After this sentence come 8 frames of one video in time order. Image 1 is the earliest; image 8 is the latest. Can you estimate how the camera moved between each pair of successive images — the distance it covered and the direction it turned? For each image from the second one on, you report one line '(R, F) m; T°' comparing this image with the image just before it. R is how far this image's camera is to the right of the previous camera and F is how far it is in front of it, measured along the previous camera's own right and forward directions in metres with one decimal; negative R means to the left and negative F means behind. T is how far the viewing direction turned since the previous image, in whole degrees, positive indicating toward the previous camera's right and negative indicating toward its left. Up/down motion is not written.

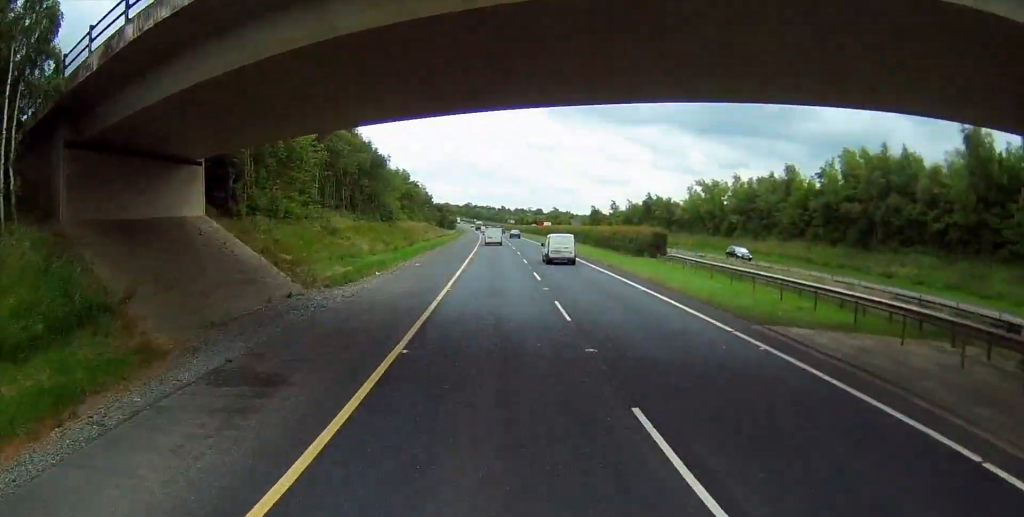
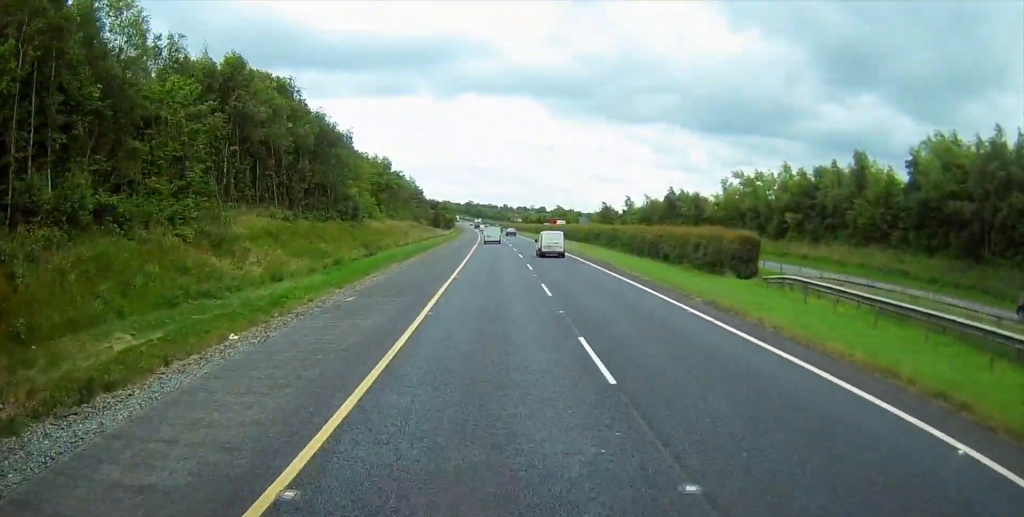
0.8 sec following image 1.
(-0.1, +18.8) m; -1°
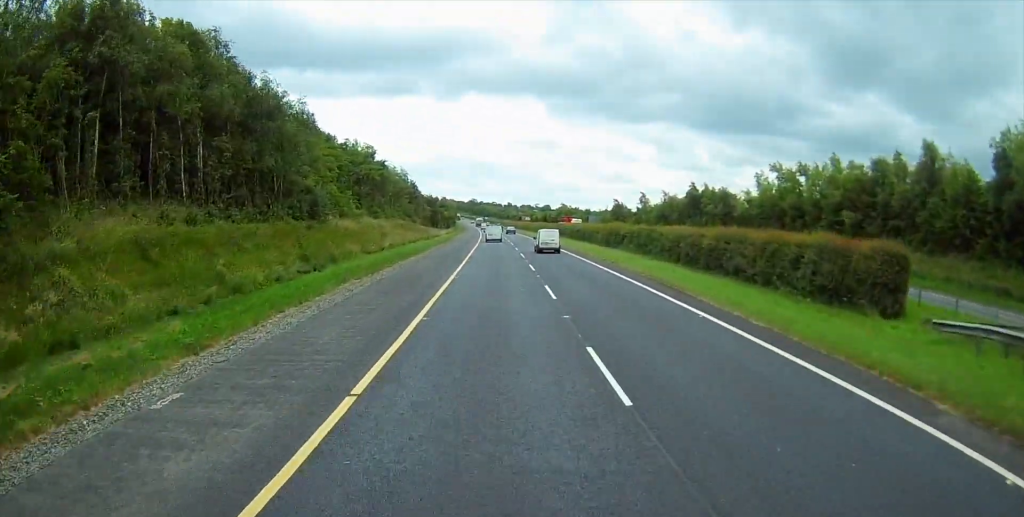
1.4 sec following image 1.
(-0.1, +13.3) m; 0°
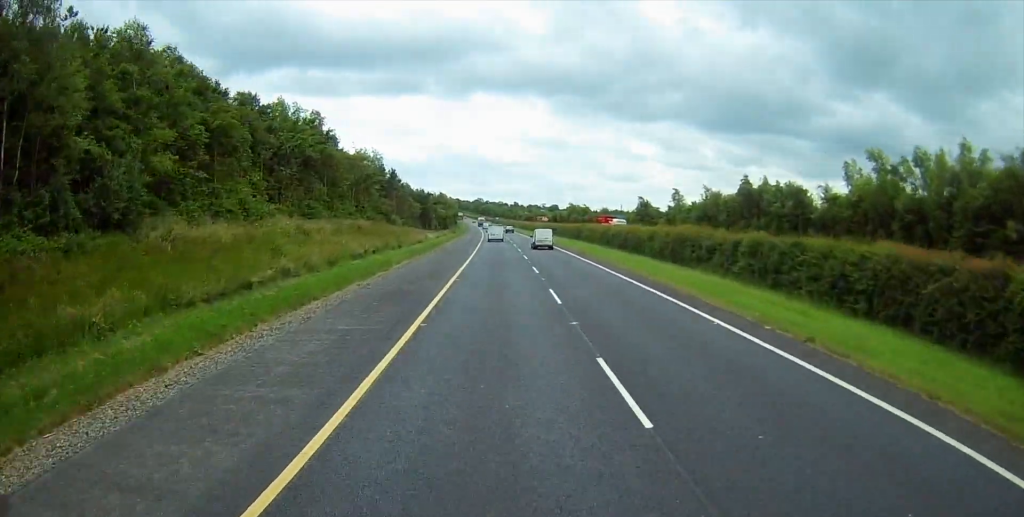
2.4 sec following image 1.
(0.0, +25.1) m; 0°
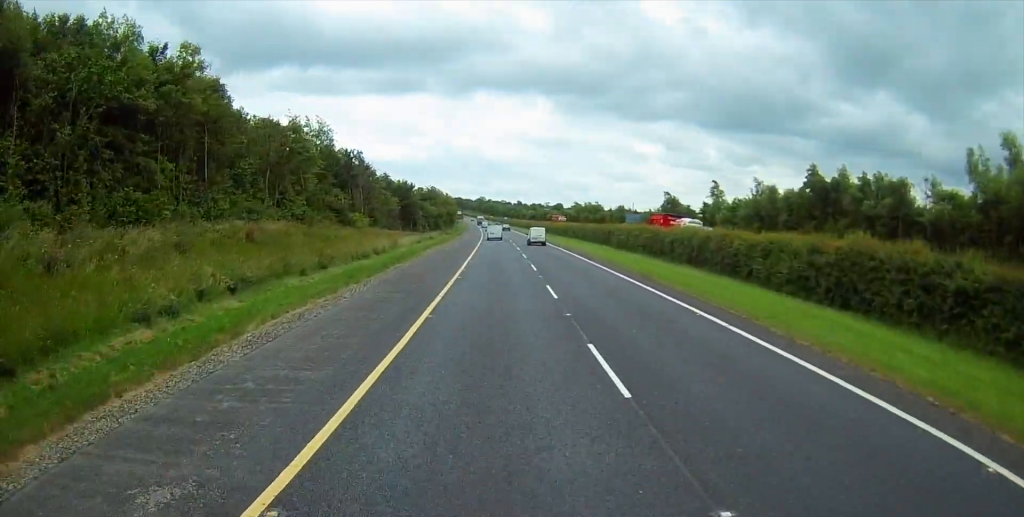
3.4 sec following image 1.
(0.0, +22.7) m; 0°
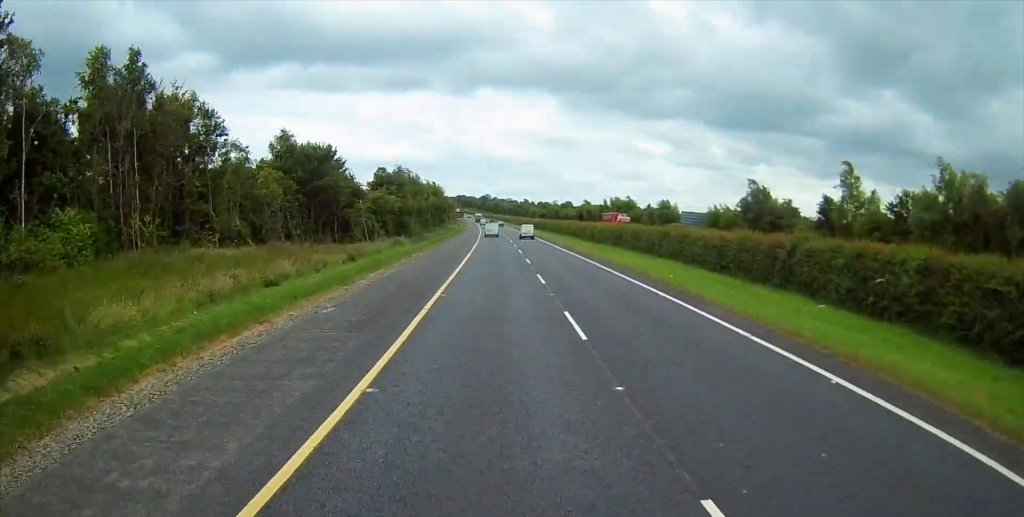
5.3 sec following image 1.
(-0.5, +43.4) m; -1°
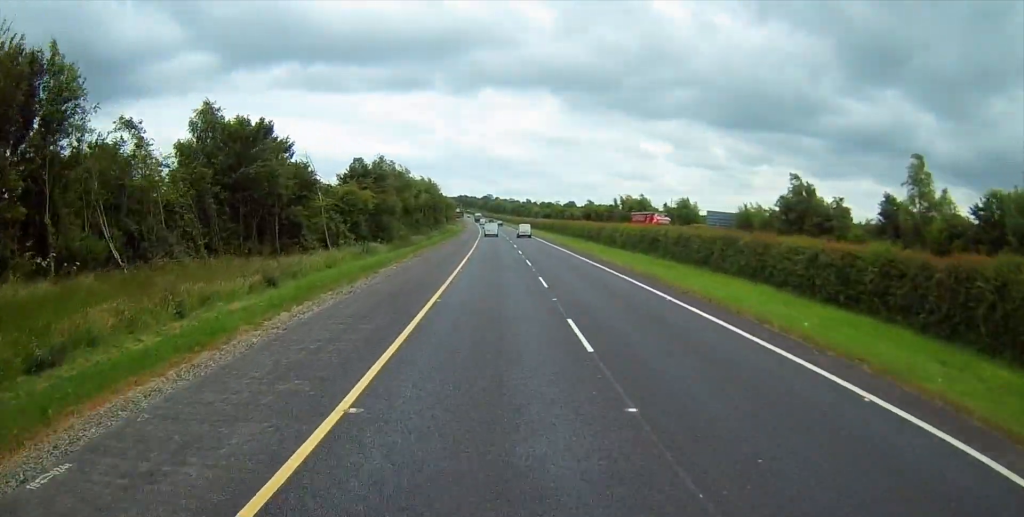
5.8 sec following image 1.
(0.0, +13.2) m; 0°
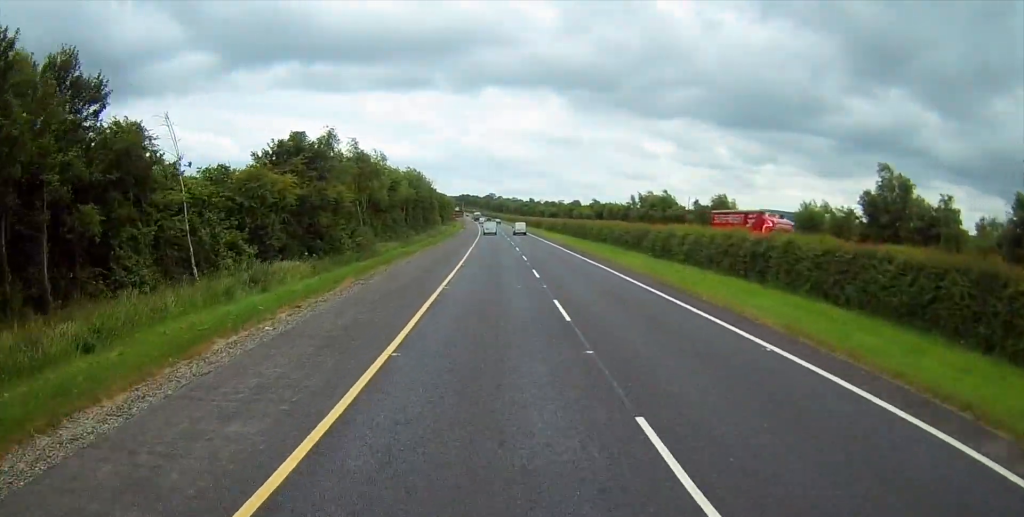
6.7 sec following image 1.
(0.0, +20.2) m; 0°
